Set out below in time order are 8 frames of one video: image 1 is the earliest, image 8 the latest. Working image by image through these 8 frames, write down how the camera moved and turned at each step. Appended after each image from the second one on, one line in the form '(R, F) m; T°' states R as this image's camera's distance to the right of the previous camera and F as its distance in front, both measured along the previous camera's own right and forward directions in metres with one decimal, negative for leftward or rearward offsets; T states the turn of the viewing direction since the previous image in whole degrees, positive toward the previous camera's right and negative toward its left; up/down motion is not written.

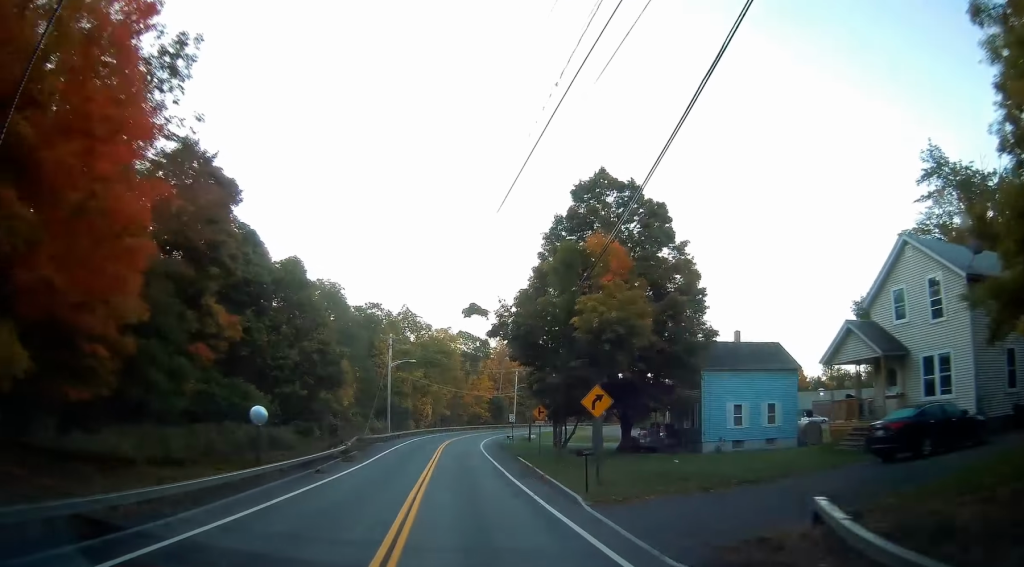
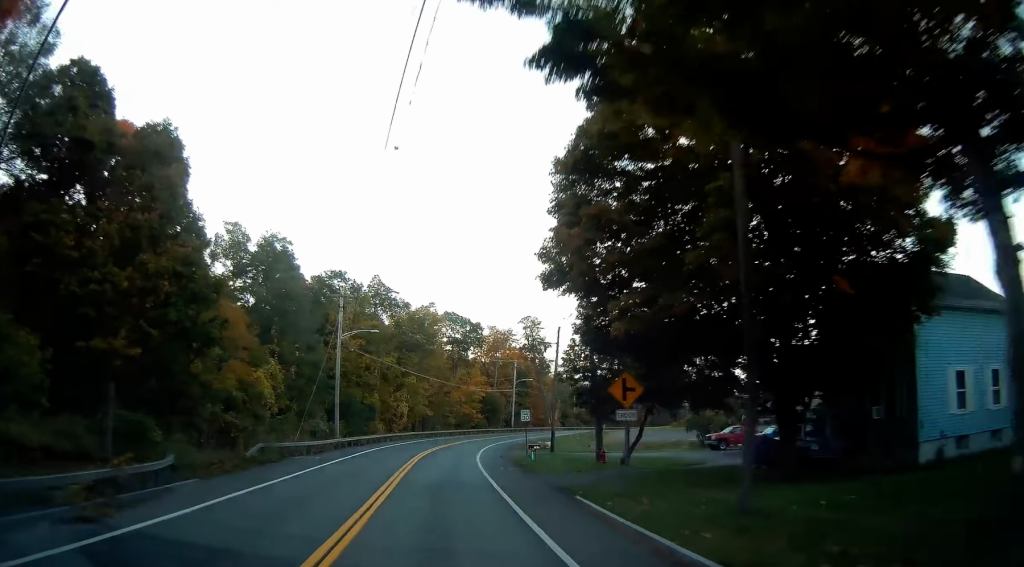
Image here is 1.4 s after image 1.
(+0.3, +22.9) m; +2°
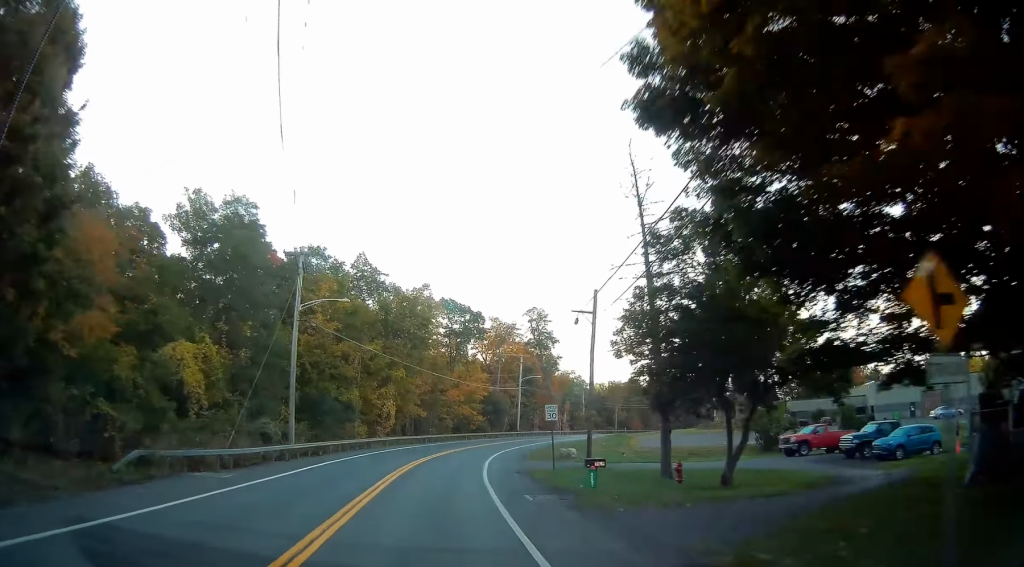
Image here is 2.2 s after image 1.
(+0.2, +11.8) m; 0°
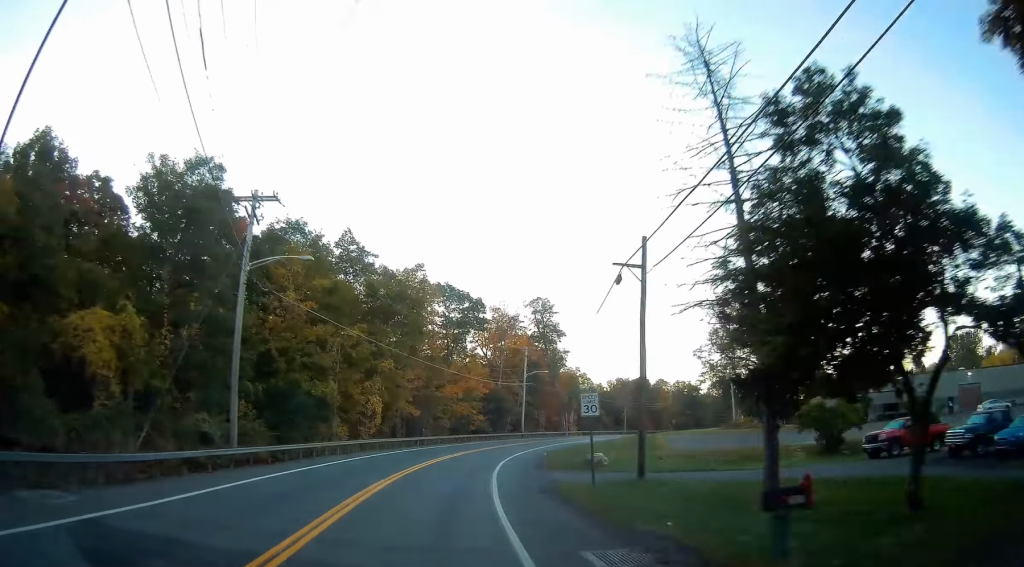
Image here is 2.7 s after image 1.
(+0.1, +9.2) m; 0°
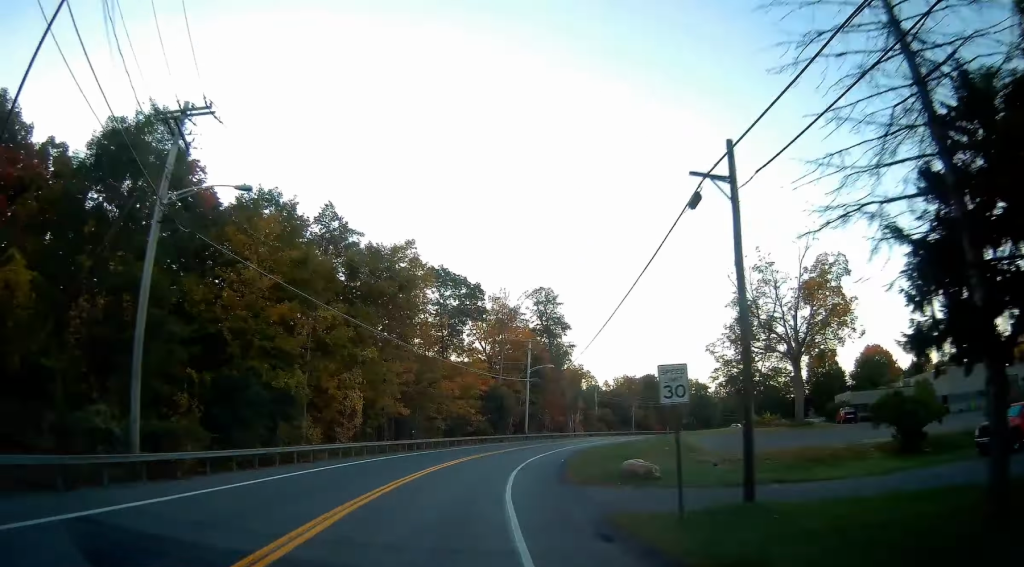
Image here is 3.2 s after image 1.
(-0.2, +7.9) m; 0°
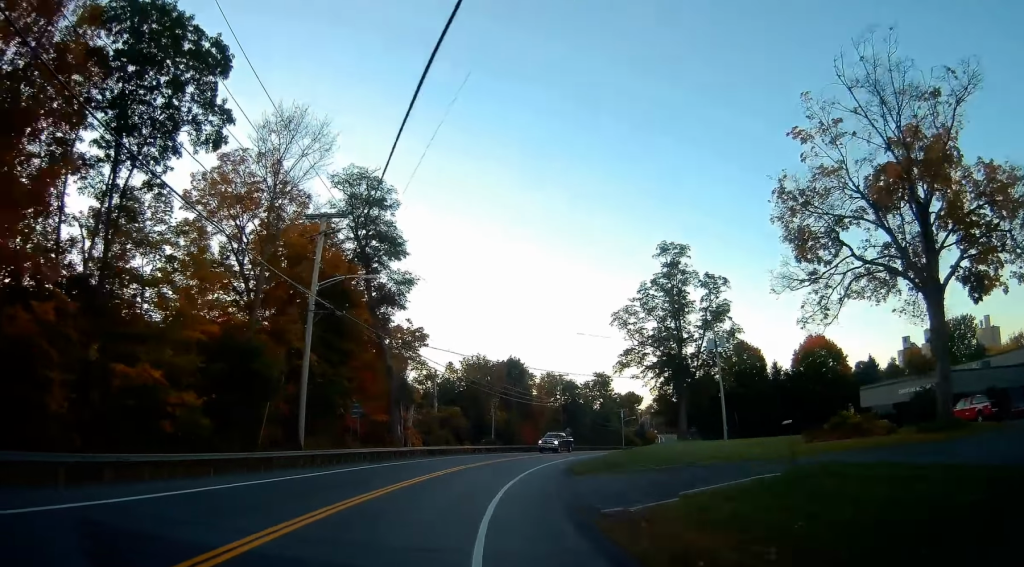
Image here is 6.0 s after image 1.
(+4.9, +45.4) m; +15°
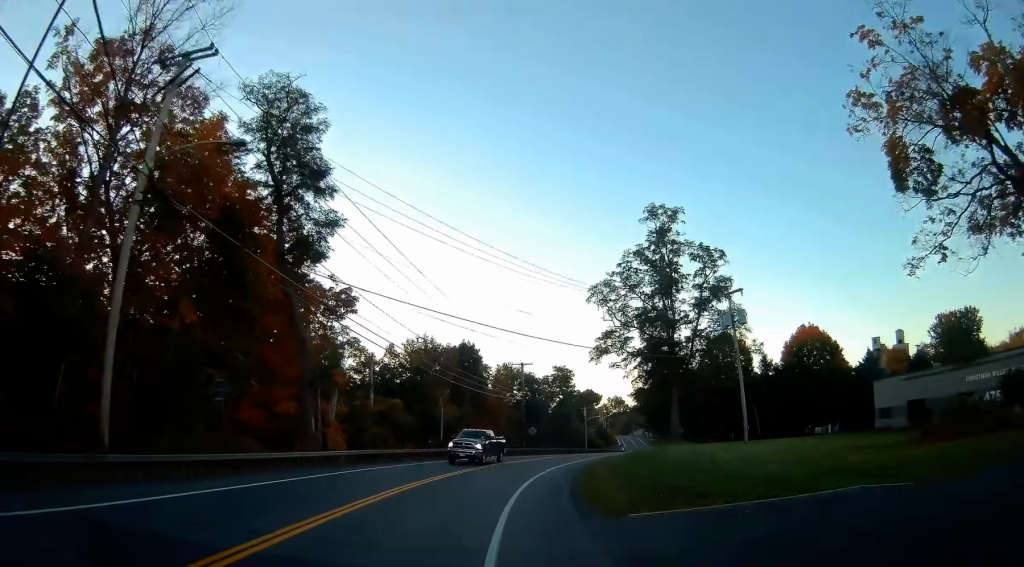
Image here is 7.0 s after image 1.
(+0.7, +13.9) m; +6°
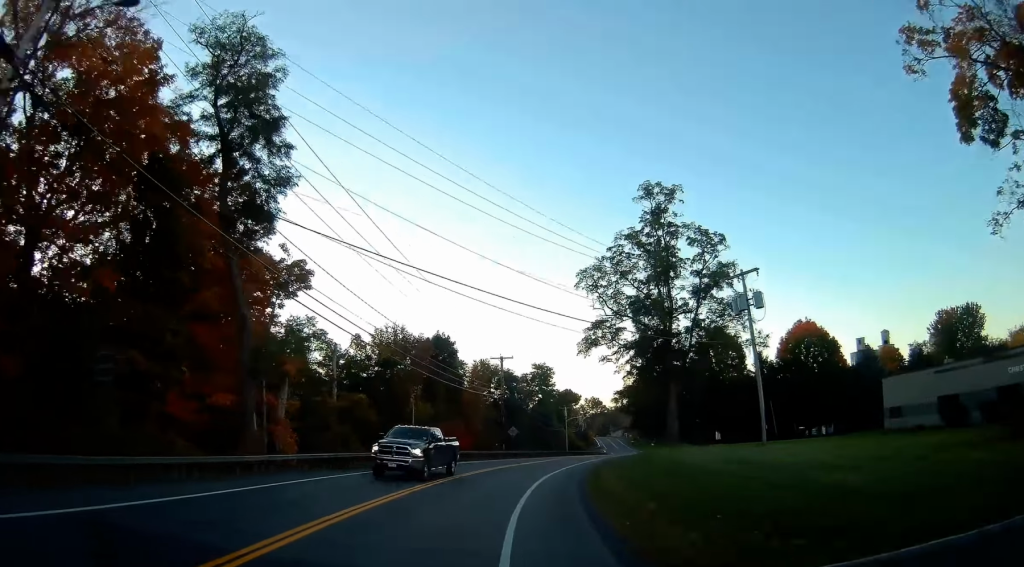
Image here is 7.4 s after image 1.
(-0.1, +6.4) m; +3°
